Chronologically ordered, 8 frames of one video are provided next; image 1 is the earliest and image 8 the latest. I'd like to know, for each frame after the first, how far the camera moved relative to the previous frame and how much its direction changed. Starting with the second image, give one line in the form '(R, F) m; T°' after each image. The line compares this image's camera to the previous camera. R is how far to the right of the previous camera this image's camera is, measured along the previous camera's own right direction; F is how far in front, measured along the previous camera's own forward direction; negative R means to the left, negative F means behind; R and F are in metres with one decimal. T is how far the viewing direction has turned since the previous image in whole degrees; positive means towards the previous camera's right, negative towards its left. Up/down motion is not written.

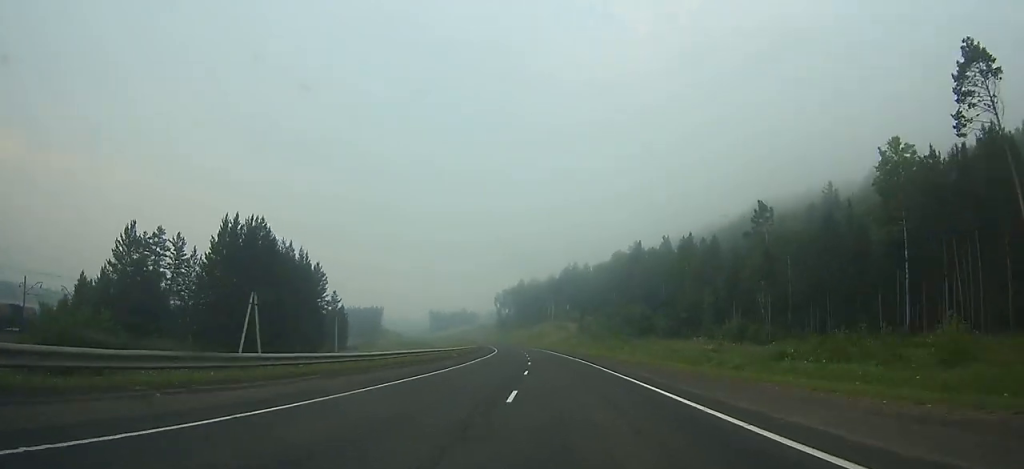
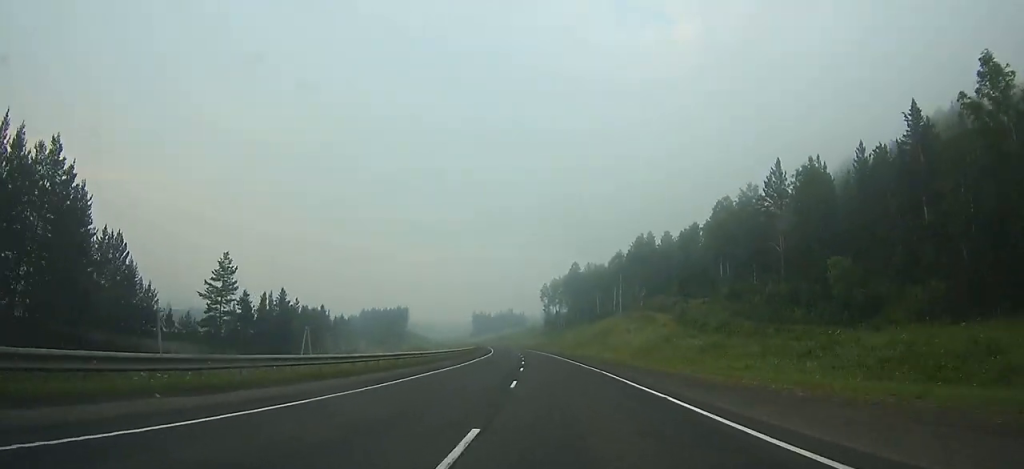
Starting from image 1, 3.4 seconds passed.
(-4.3, +90.5) m; -5°
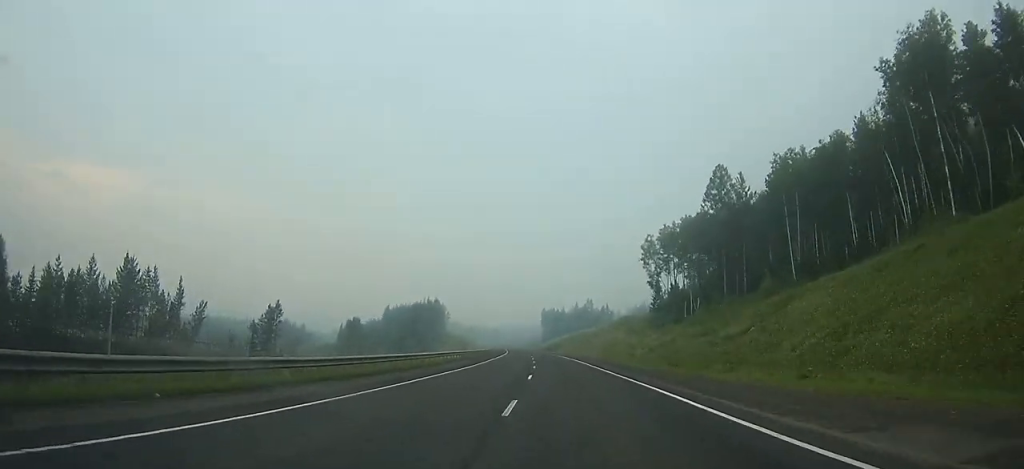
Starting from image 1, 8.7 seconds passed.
(-9.8, +142.9) m; -8°
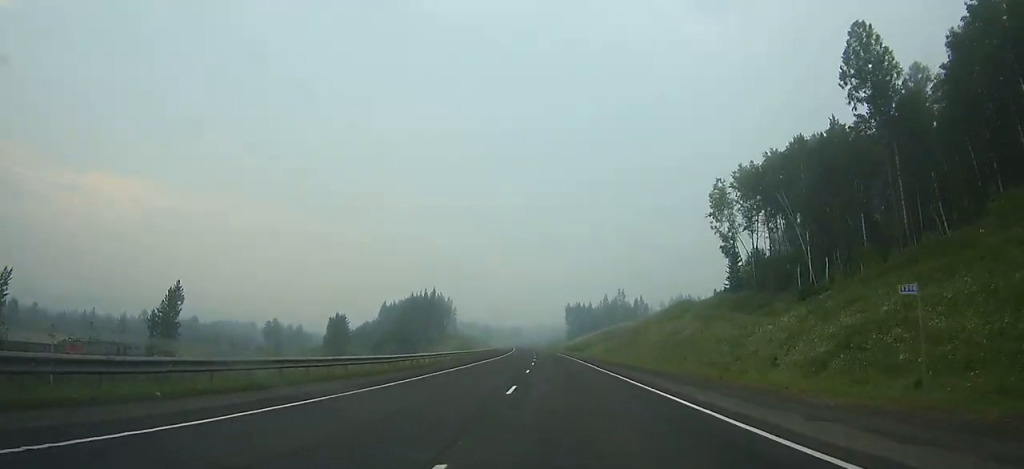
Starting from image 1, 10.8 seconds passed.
(-1.1, +55.5) m; -2°
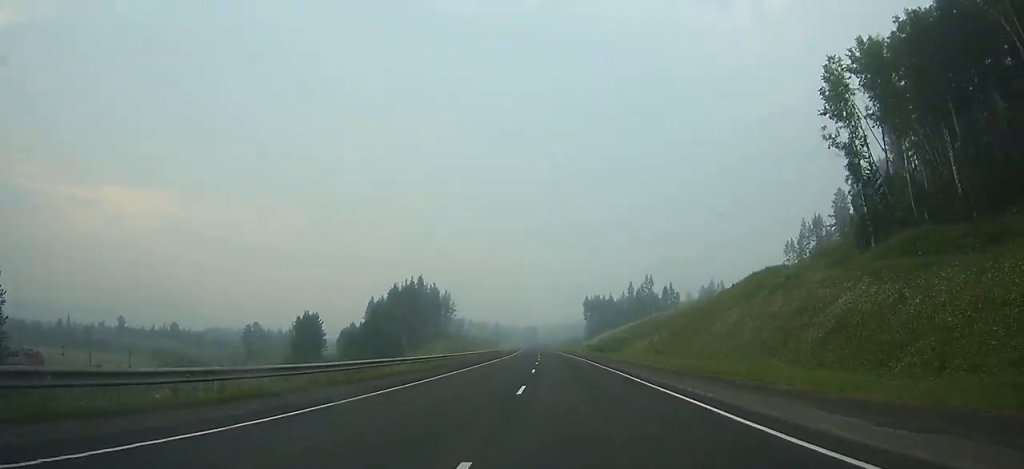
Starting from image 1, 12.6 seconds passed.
(-1.0, +46.4) m; -1°
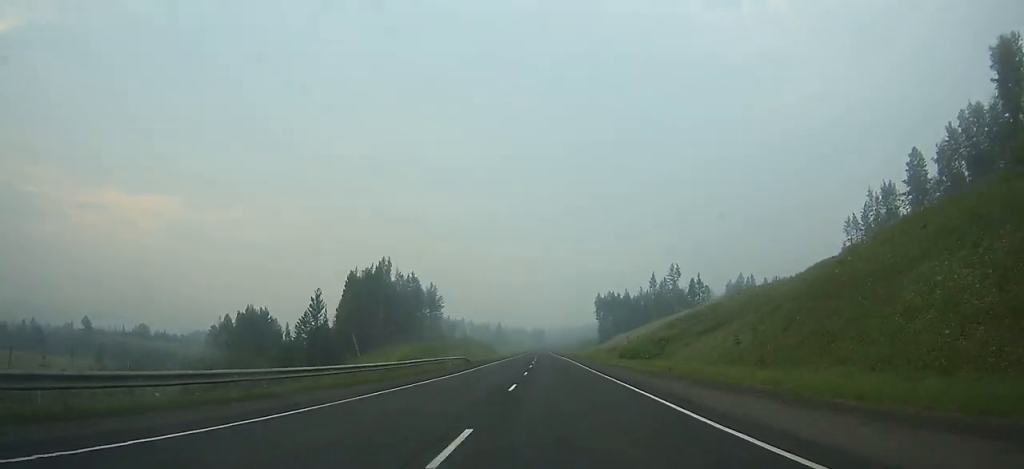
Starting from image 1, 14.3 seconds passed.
(-0.4, +43.9) m; -1°
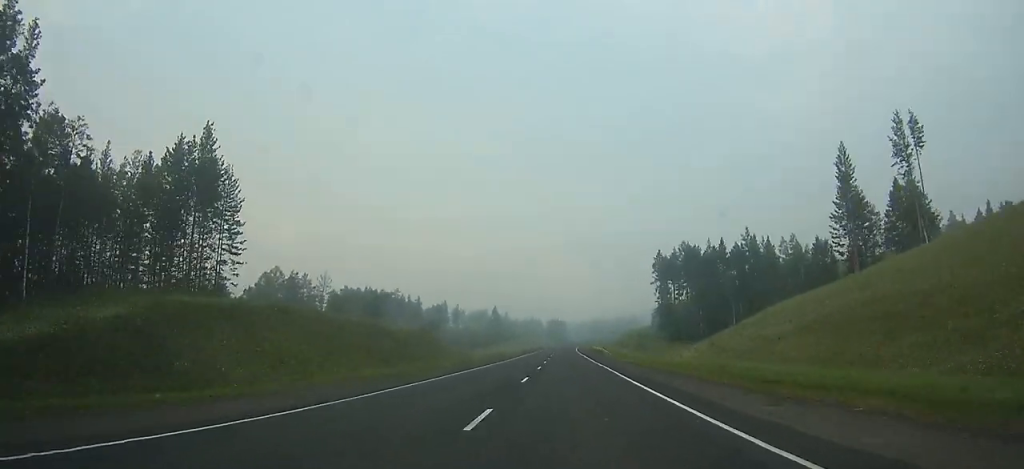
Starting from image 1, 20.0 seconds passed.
(-3.0, +153.4) m; -1°
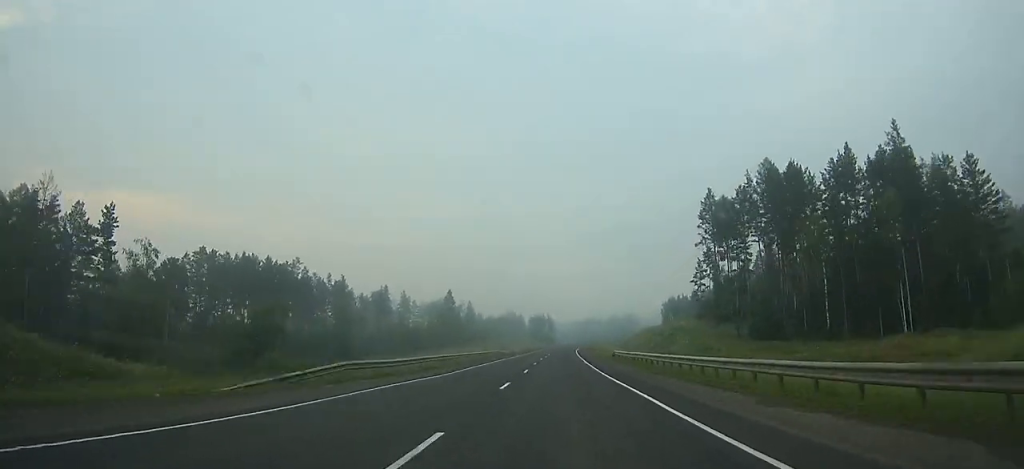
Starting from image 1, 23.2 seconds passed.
(+0.4, +88.7) m; +1°
